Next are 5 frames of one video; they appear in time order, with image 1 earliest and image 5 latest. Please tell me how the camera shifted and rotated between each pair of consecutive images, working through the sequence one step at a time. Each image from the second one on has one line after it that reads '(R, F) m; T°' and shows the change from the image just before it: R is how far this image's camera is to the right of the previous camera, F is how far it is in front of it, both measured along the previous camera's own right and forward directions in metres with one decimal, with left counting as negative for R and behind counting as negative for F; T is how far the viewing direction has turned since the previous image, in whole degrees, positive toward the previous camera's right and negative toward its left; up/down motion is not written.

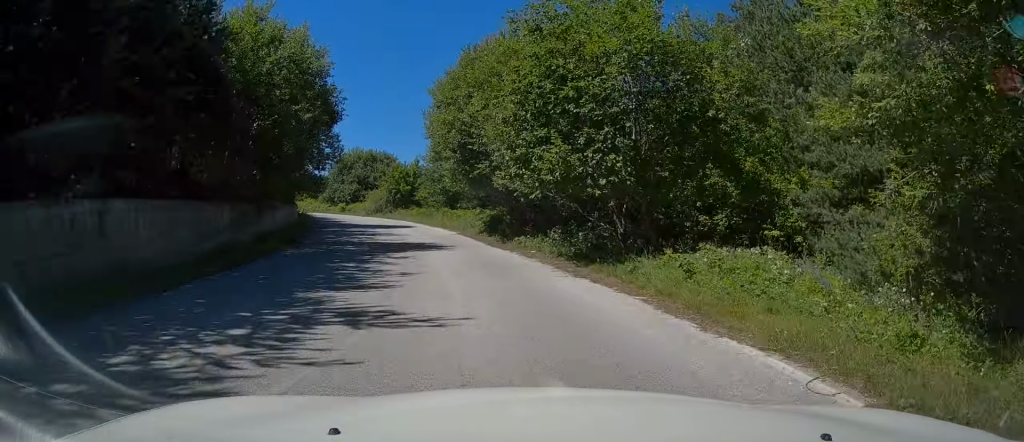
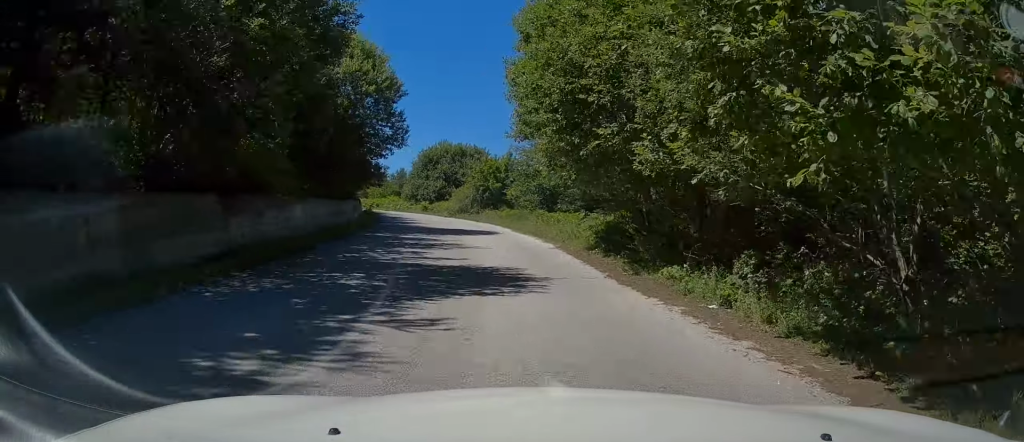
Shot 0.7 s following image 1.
(-0.6, +7.9) m; -7°
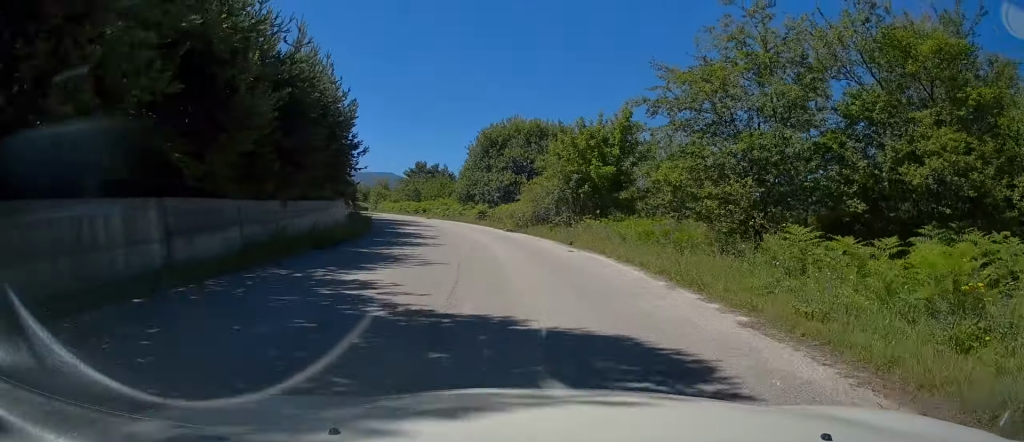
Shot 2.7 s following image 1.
(-2.3, +22.3) m; -10°
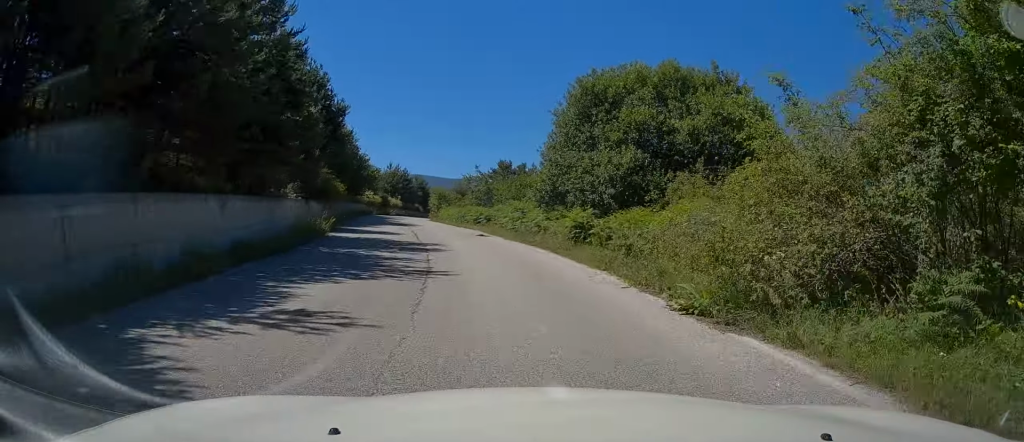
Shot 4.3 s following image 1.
(-1.2, +20.5) m; -9°
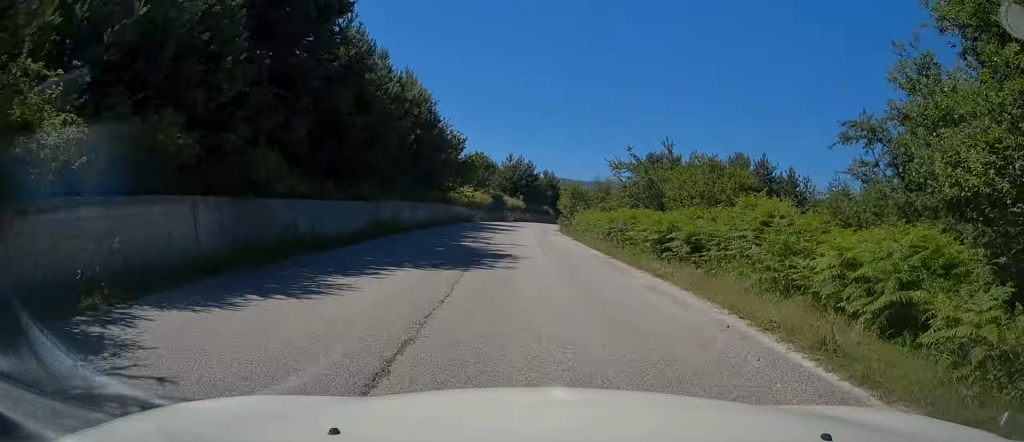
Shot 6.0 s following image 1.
(-2.8, +22.2) m; -11°
